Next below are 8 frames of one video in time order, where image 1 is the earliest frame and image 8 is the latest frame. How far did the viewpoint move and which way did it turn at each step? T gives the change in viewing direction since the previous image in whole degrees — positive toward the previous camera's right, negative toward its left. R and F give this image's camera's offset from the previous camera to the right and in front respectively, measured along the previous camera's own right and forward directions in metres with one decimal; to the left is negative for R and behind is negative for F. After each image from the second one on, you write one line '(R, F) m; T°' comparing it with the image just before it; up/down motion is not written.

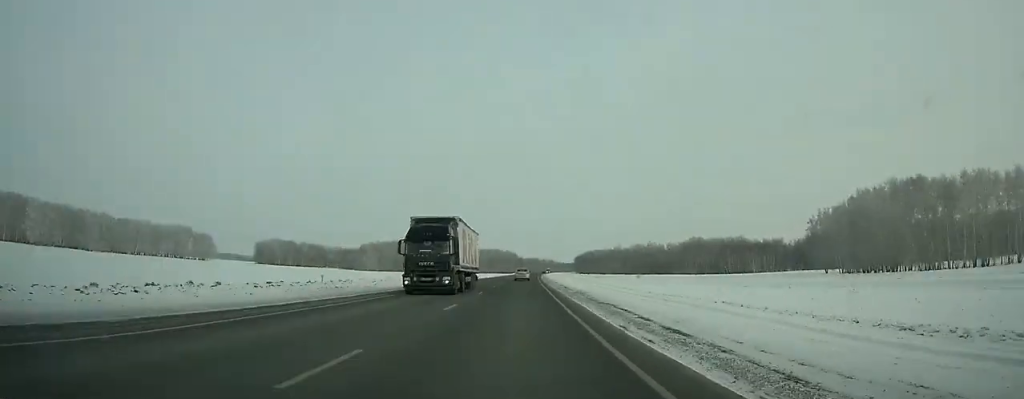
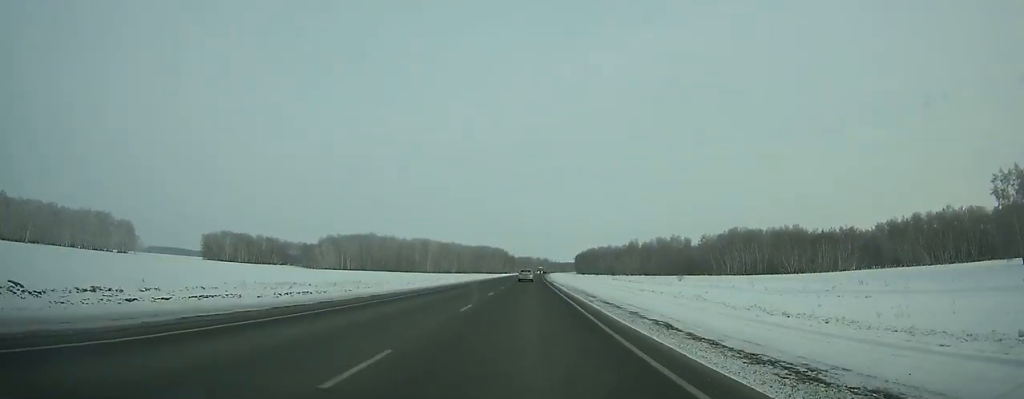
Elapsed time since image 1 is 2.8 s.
(+0.5, +85.4) m; +1°
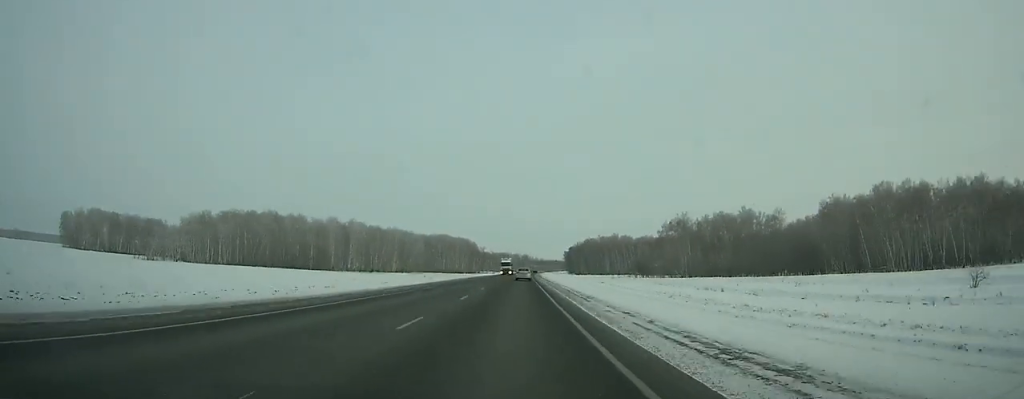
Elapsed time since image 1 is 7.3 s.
(+2.4, +138.8) m; +1°
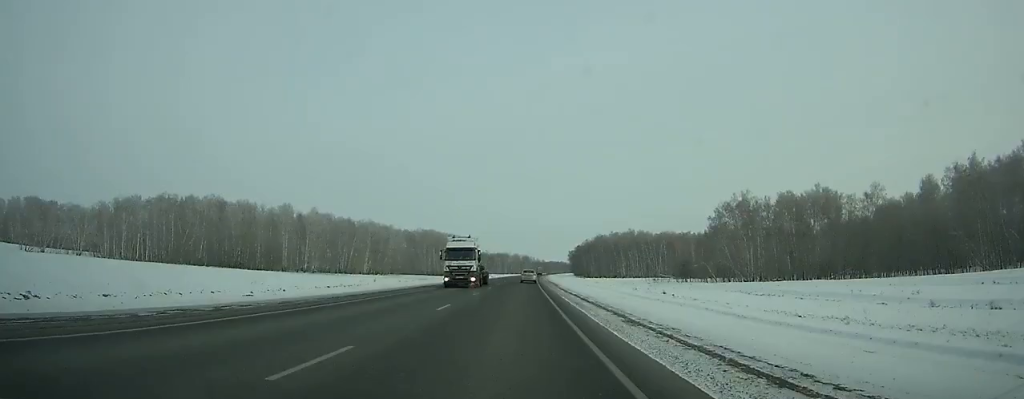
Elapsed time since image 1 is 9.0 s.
(+0.2, +52.7) m; 0°
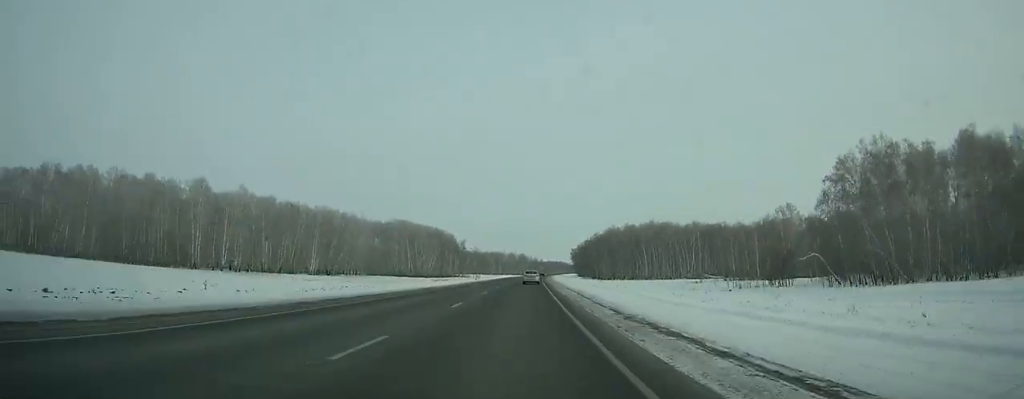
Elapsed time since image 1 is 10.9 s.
(-0.2, +58.8) m; +1°
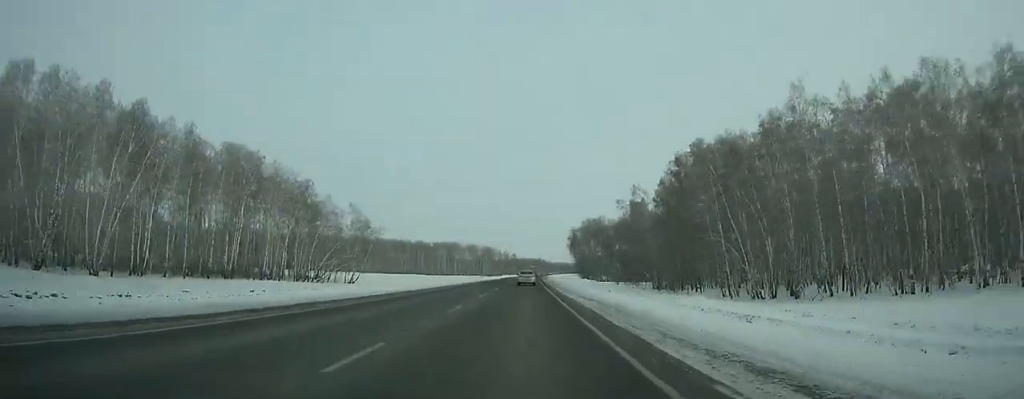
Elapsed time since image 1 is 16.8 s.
(+4.2, +179.6) m; +2°
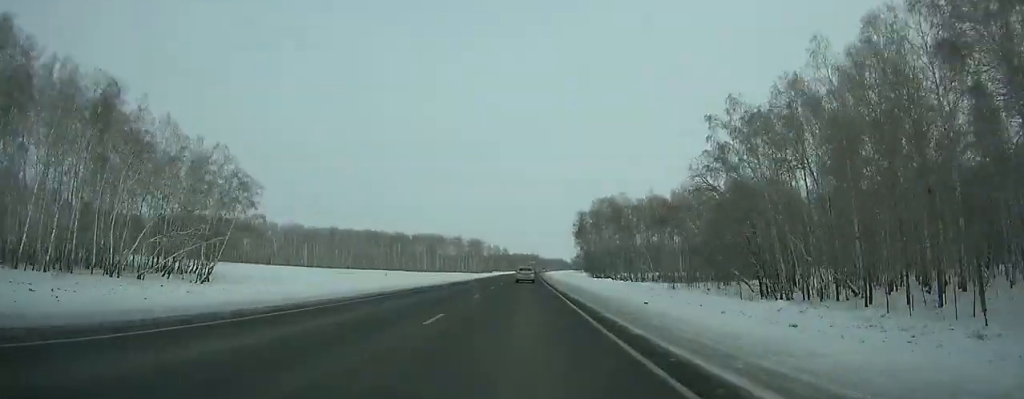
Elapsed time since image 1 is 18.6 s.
(+0.4, +53.3) m; +1°
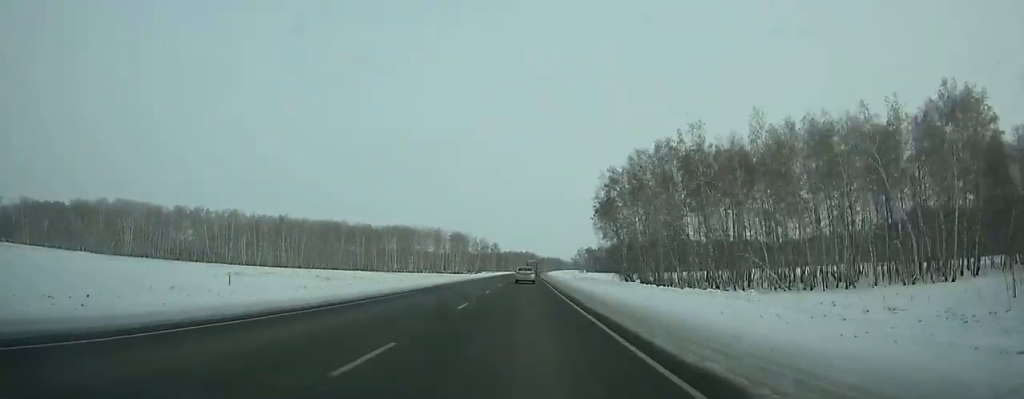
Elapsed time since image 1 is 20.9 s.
(+0.4, +67.0) m; +1°
